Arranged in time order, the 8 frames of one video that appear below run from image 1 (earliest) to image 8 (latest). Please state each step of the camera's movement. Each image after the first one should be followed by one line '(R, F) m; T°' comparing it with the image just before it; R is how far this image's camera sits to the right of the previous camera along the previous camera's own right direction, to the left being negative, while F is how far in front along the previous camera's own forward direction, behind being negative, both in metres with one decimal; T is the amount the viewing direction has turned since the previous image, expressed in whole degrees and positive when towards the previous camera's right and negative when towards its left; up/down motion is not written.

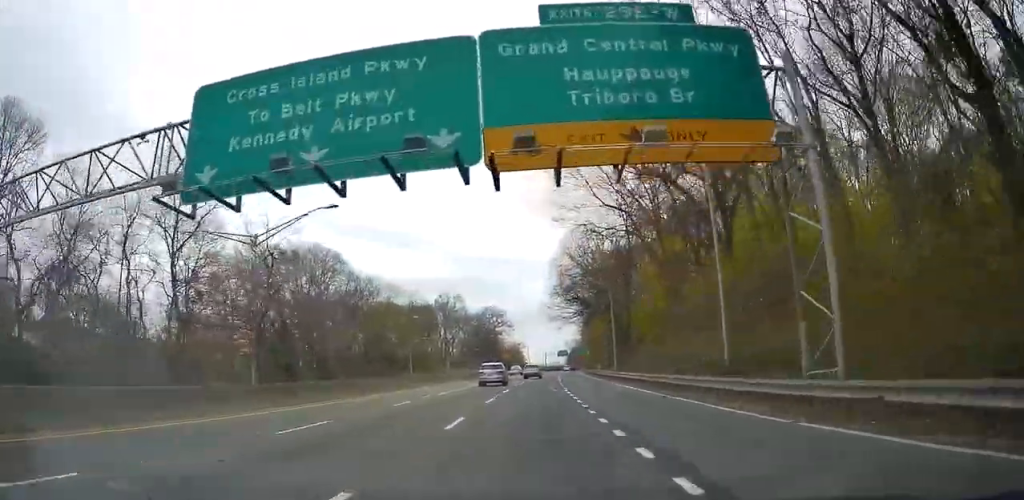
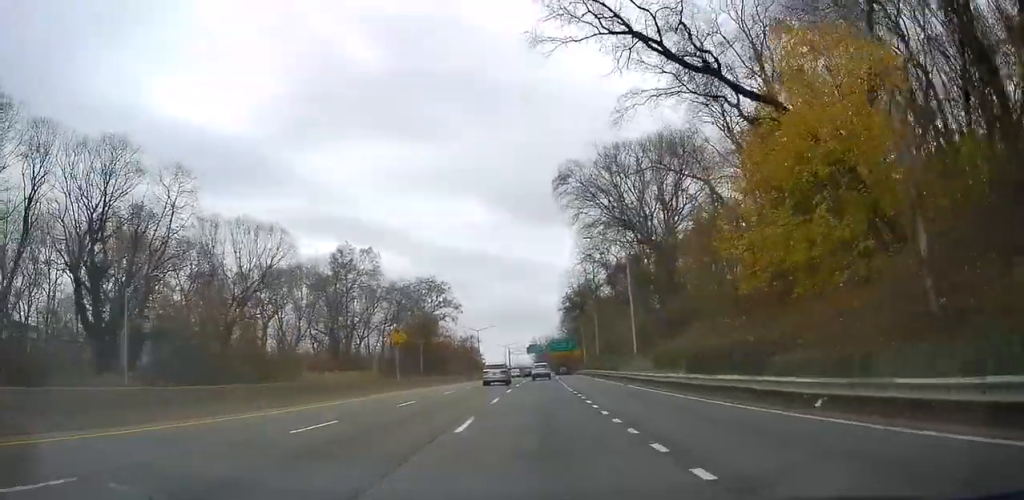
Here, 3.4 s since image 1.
(+1.5, +77.7) m; +3°
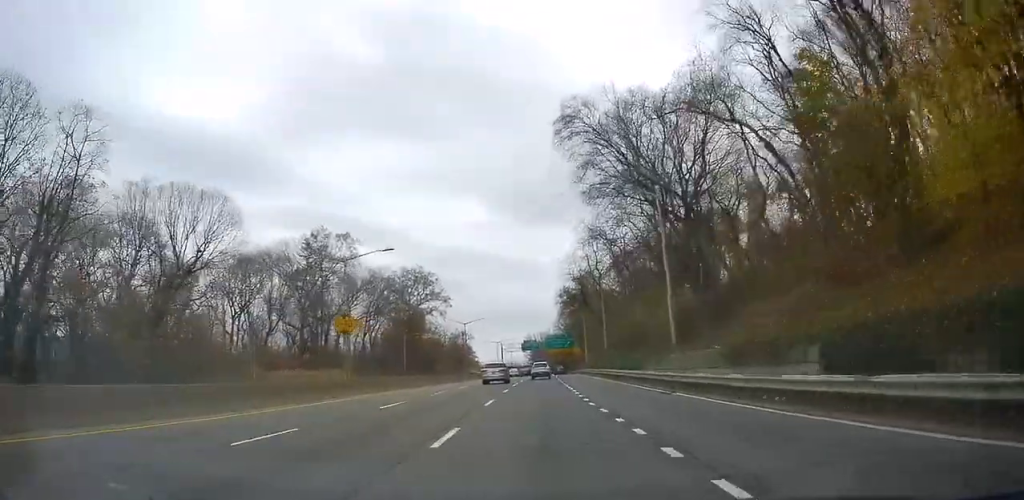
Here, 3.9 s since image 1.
(+0.4, +12.5) m; +1°
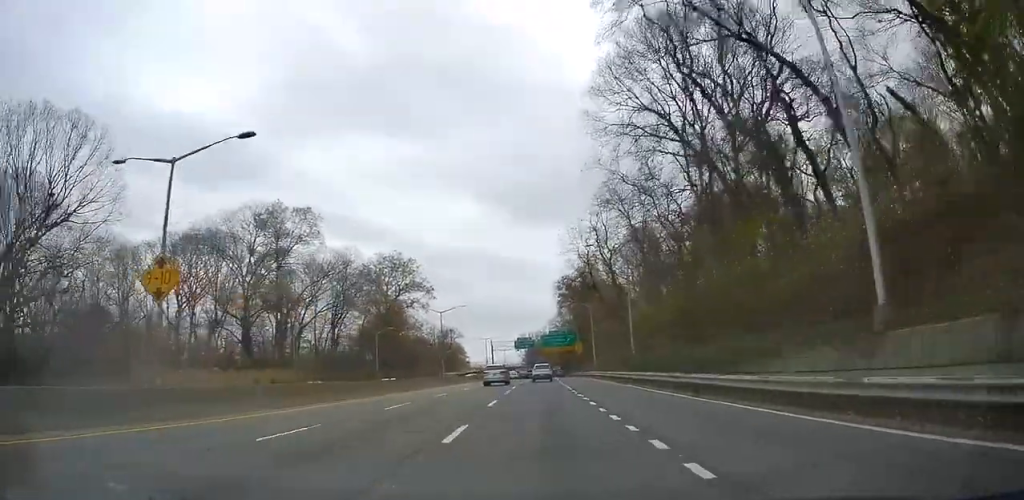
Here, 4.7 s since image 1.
(-0.2, +18.9) m; +1°
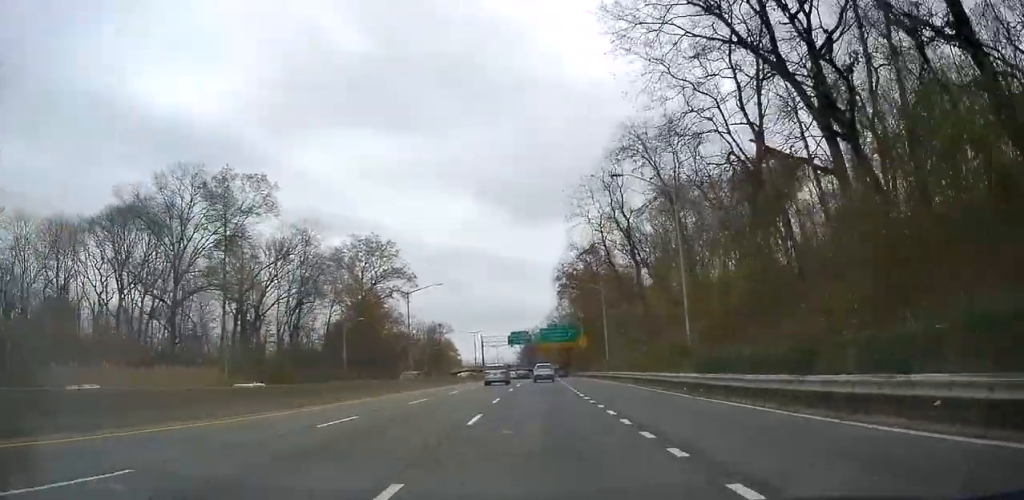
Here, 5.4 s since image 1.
(+0.2, +16.9) m; +1°
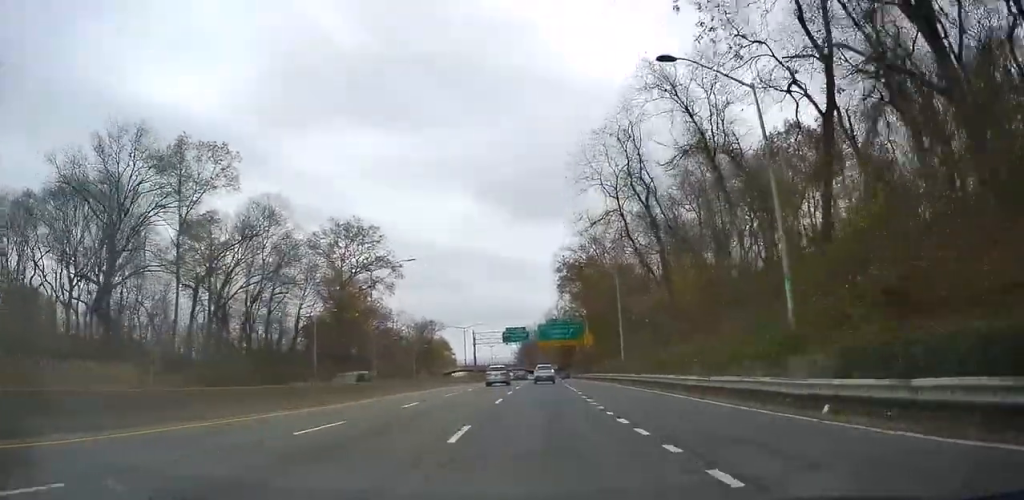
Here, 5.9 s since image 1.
(+0.2, +11.8) m; +1°
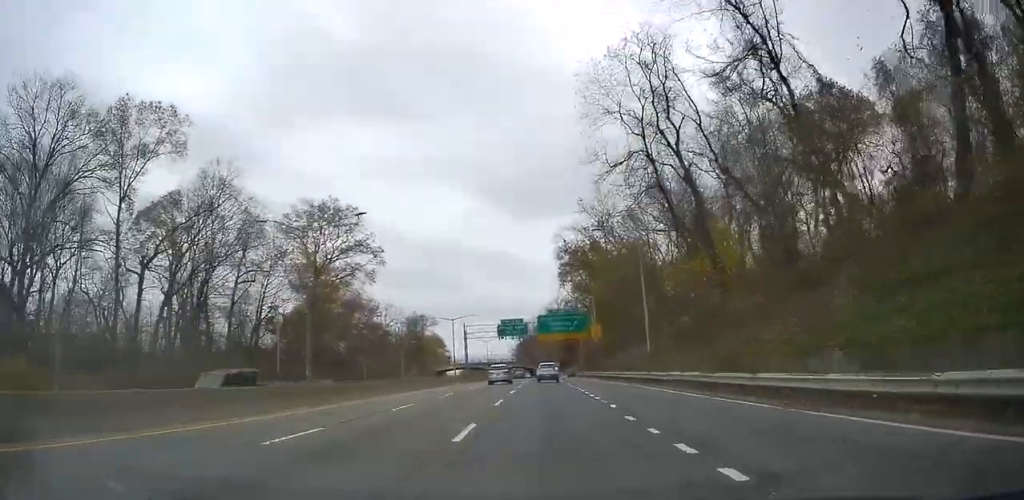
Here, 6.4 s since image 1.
(0.0, +12.1) m; 0°
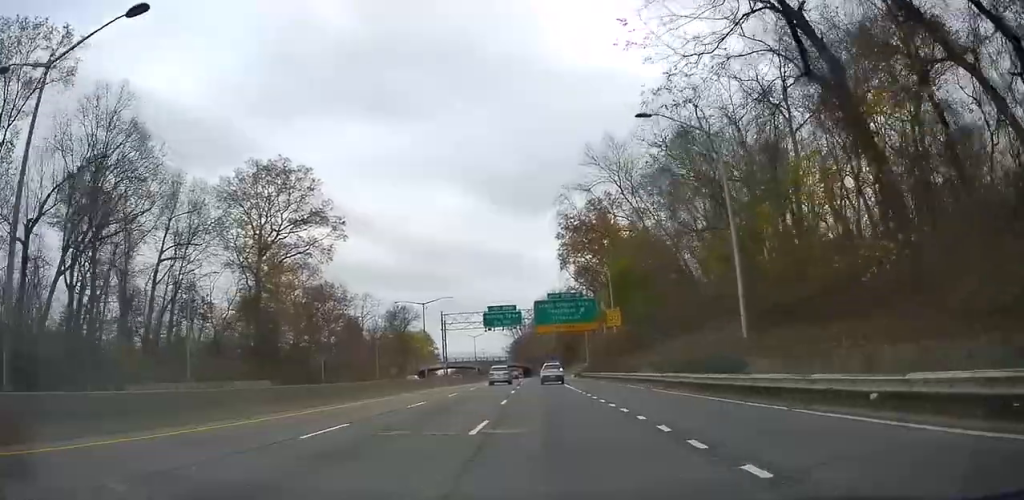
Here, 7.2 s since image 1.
(0.0, +18.6) m; 0°
